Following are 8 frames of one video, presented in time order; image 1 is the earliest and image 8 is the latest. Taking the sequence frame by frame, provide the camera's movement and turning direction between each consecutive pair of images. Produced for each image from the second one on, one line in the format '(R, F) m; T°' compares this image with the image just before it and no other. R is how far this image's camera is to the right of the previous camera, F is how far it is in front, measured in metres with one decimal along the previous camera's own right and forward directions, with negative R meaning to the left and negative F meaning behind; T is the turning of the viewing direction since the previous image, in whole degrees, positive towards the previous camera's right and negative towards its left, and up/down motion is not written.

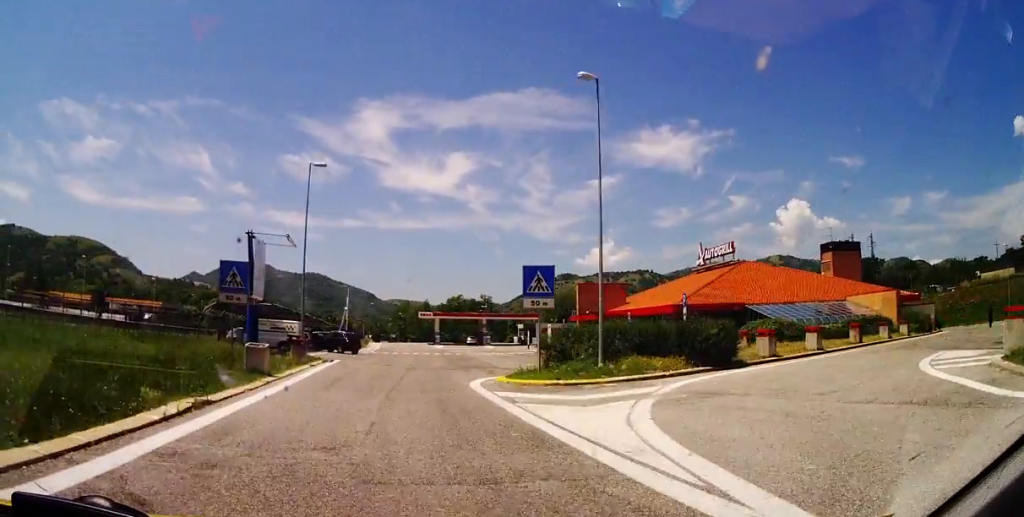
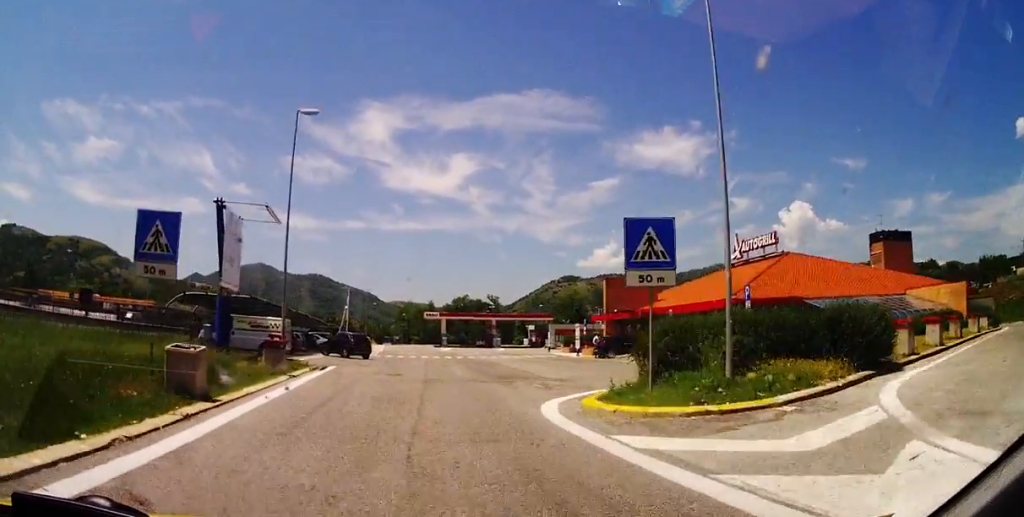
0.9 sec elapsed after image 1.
(0.0, +7.3) m; 0°
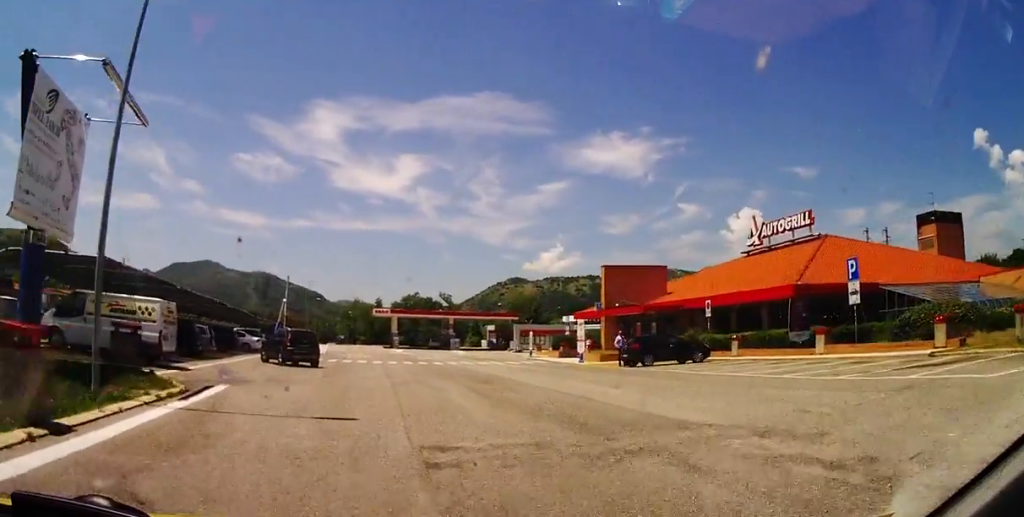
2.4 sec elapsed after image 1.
(-0.2, +12.4) m; 0°
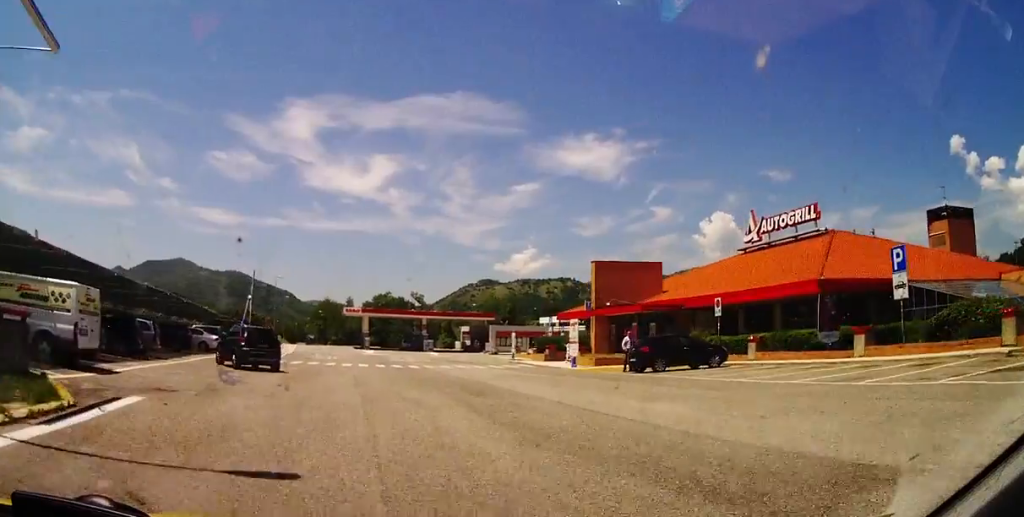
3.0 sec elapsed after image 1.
(0.0, +4.1) m; +1°
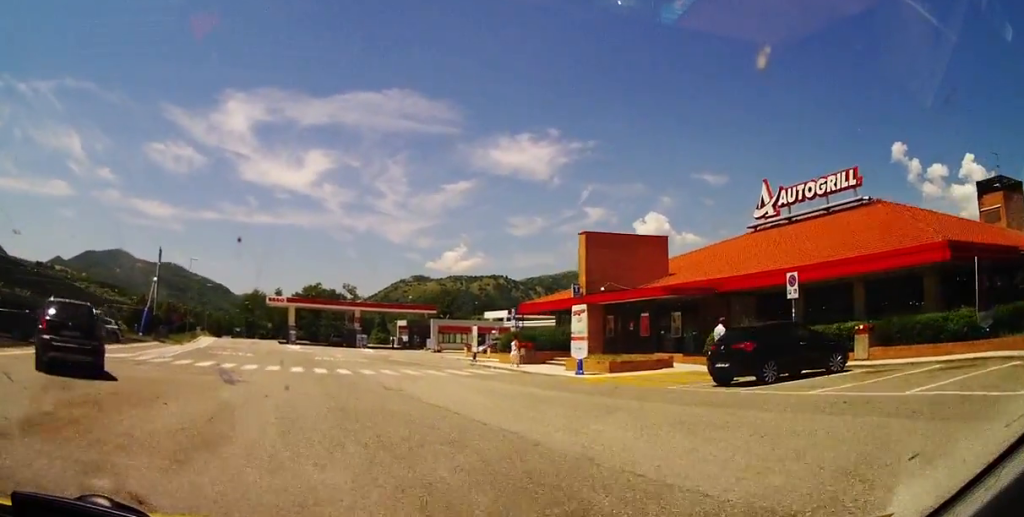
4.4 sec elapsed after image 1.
(0.0, +11.1) m; -3°
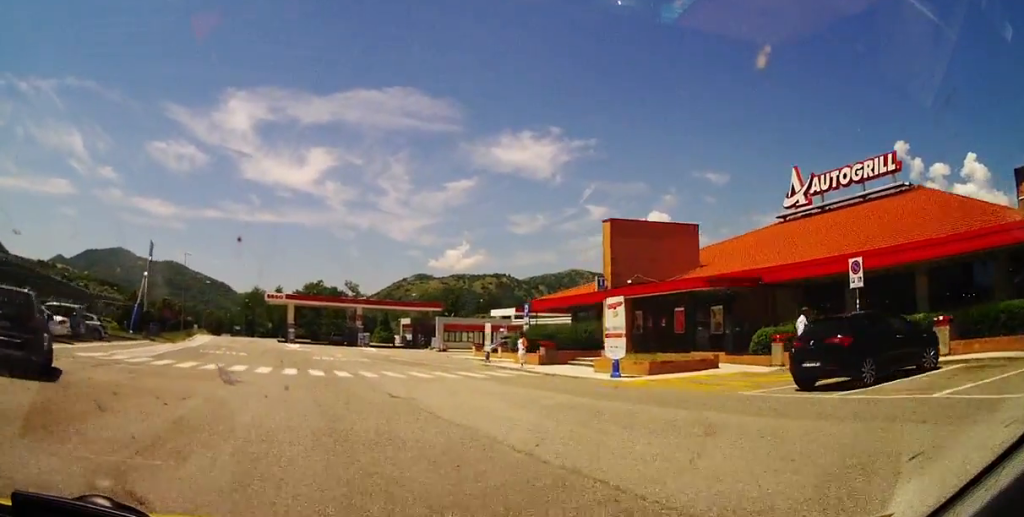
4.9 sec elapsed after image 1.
(-0.1, +3.3) m; -1°
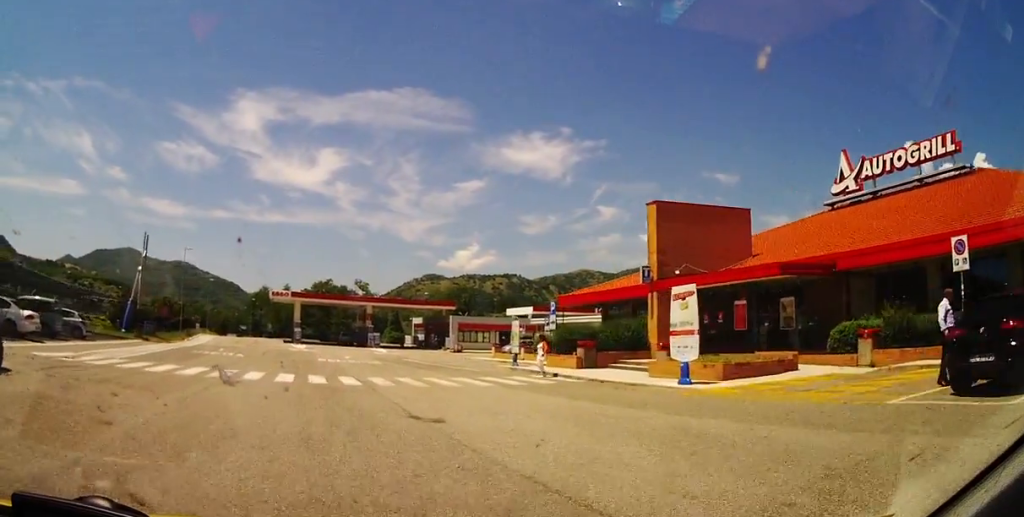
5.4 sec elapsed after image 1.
(+0.1, +4.0) m; 0°
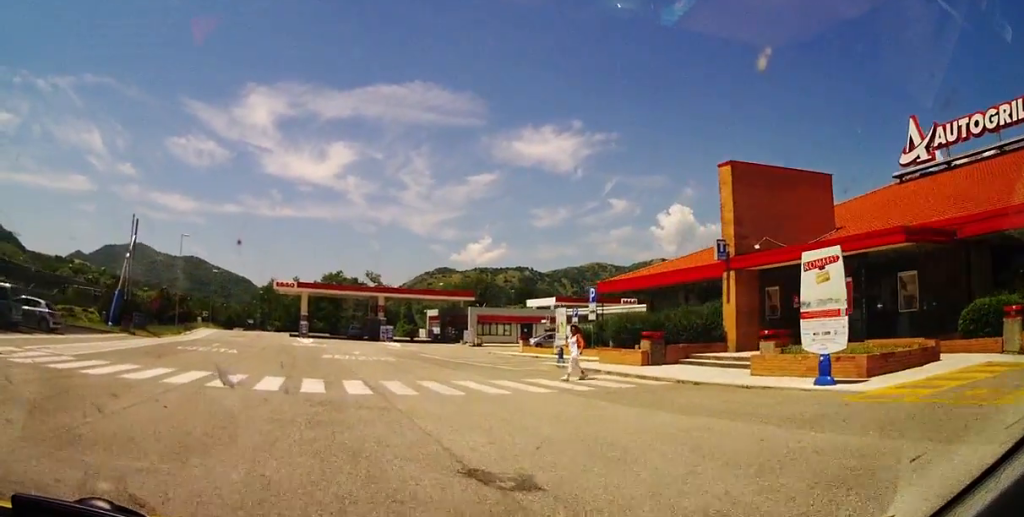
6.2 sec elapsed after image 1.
(0.0, +5.6) m; +1°
